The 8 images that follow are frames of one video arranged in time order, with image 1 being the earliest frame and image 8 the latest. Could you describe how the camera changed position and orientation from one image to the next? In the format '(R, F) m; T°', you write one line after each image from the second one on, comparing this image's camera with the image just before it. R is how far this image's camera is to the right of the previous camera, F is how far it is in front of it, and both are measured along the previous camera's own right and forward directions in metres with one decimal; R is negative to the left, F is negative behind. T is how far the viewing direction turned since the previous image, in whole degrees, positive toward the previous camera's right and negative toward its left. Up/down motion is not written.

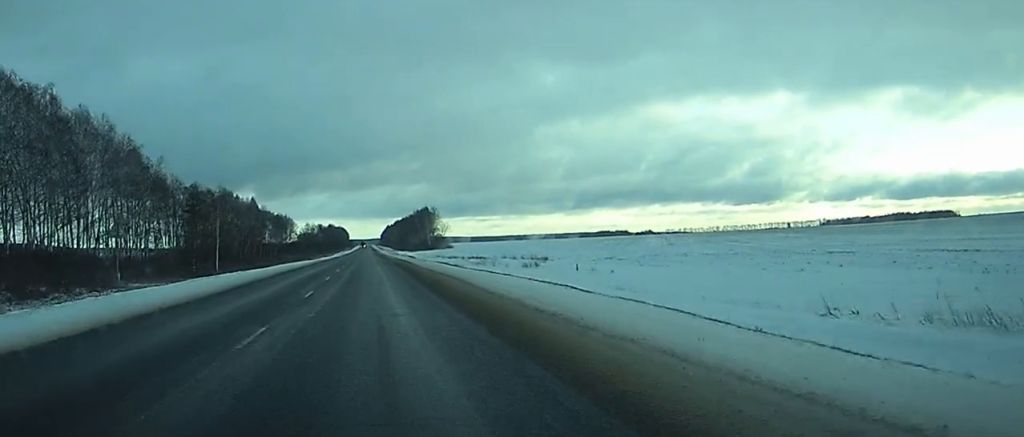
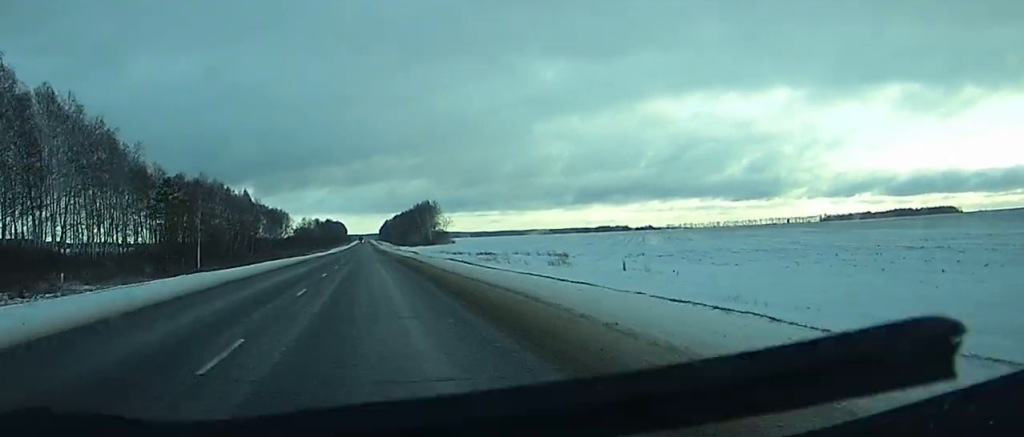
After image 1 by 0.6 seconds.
(0.0, +14.4) m; 0°
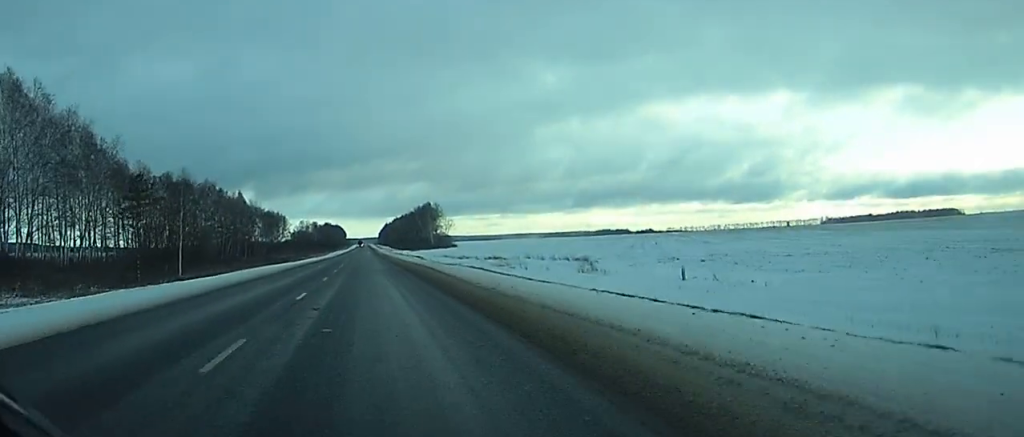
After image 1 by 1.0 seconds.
(0.0, +11.8) m; 0°
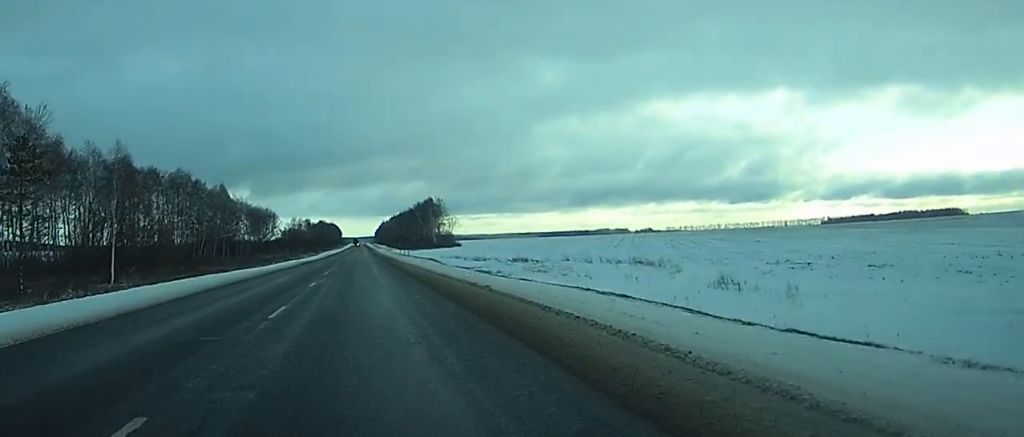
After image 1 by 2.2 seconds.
(0.0, +28.7) m; 0°
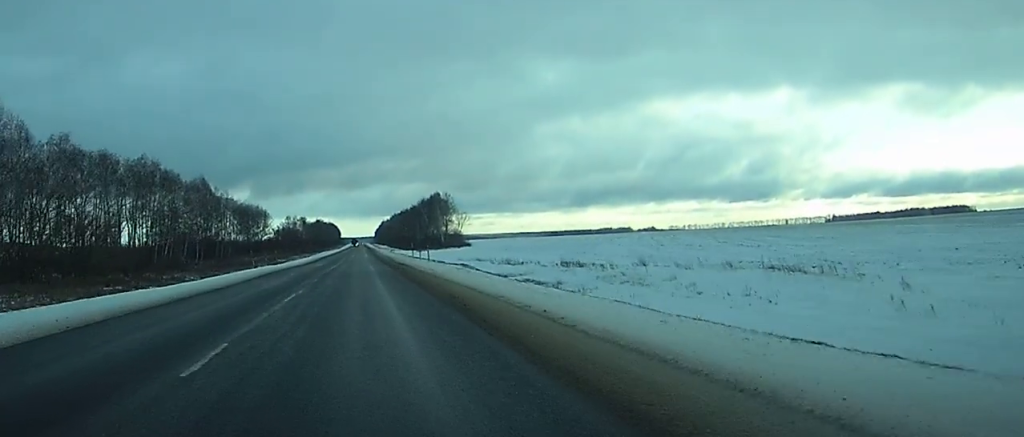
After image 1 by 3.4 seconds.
(0.0, +30.3) m; 0°
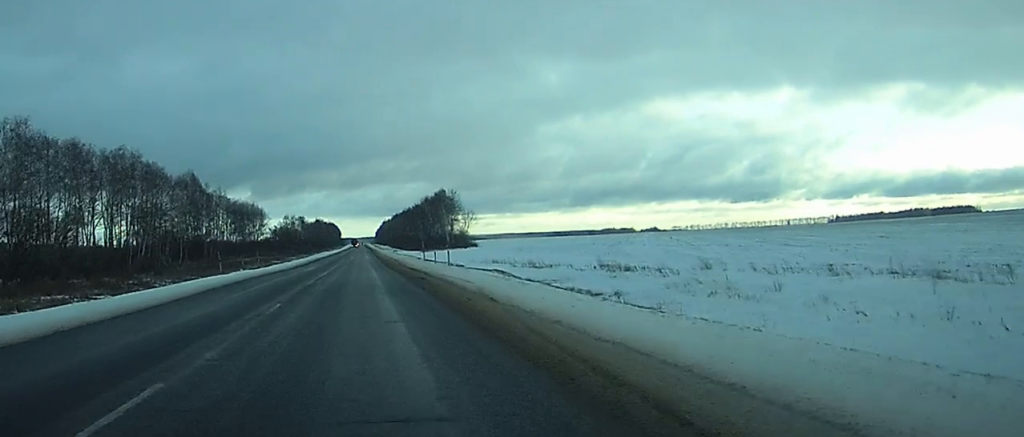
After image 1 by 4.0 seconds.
(0.0, +15.2) m; 0°
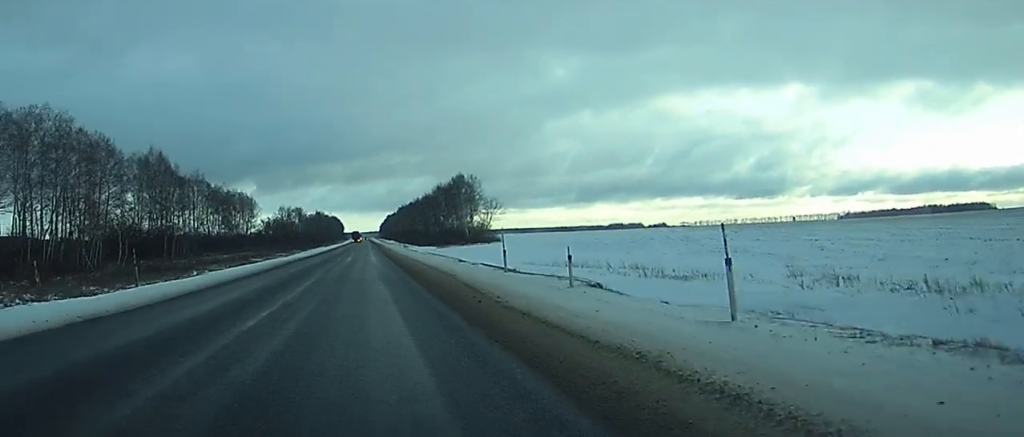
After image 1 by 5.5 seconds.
(-0.1, +38.8) m; 0°
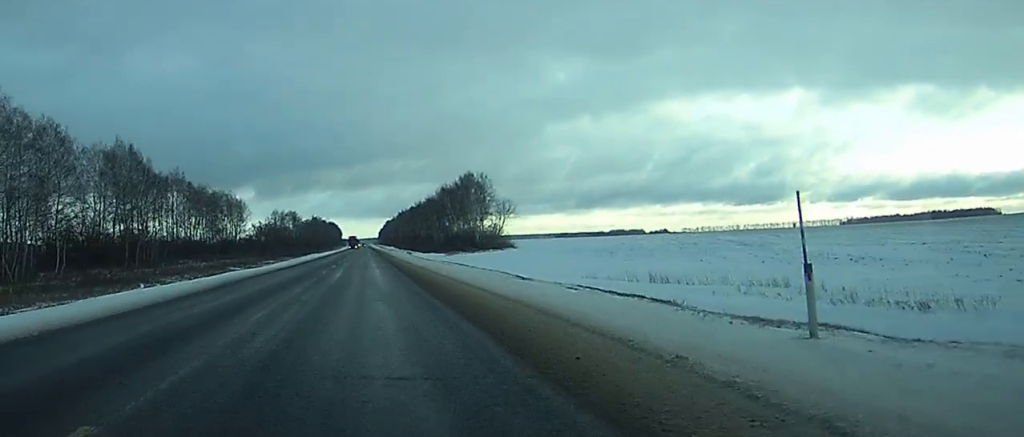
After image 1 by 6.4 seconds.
(0.0, +21.9) m; 0°
